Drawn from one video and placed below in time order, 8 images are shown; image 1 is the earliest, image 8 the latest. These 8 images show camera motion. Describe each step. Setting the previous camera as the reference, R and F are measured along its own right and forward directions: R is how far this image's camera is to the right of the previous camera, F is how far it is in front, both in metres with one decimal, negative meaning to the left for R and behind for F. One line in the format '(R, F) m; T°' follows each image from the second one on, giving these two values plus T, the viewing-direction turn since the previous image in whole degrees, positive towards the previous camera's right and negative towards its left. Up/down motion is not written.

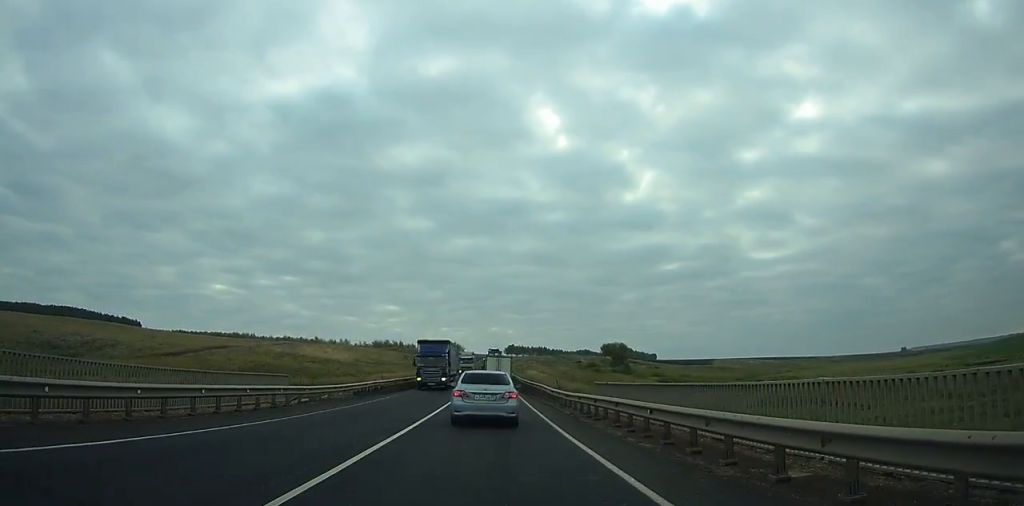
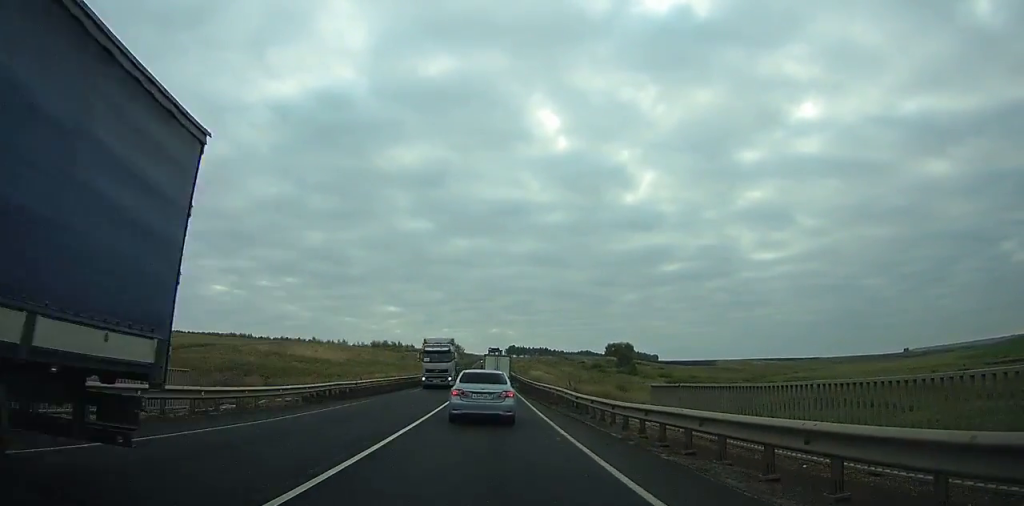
(0.0, +8.5) m; 0°
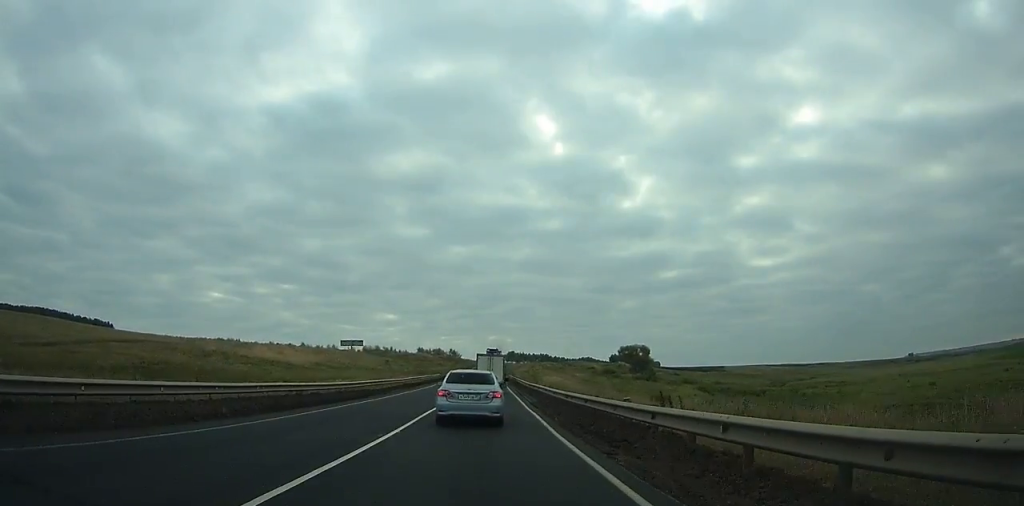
(+0.2, +24.9) m; +1°
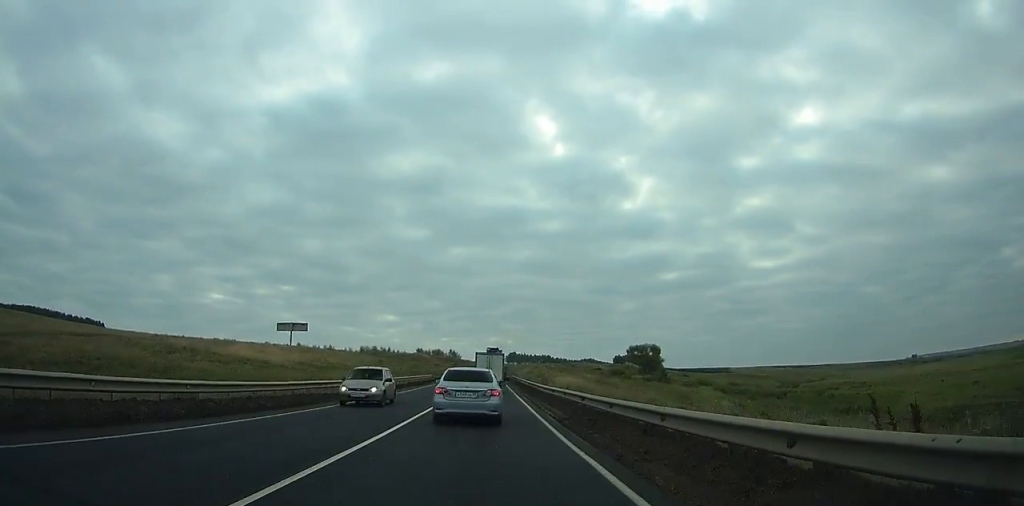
(-0.1, +11.7) m; 0°
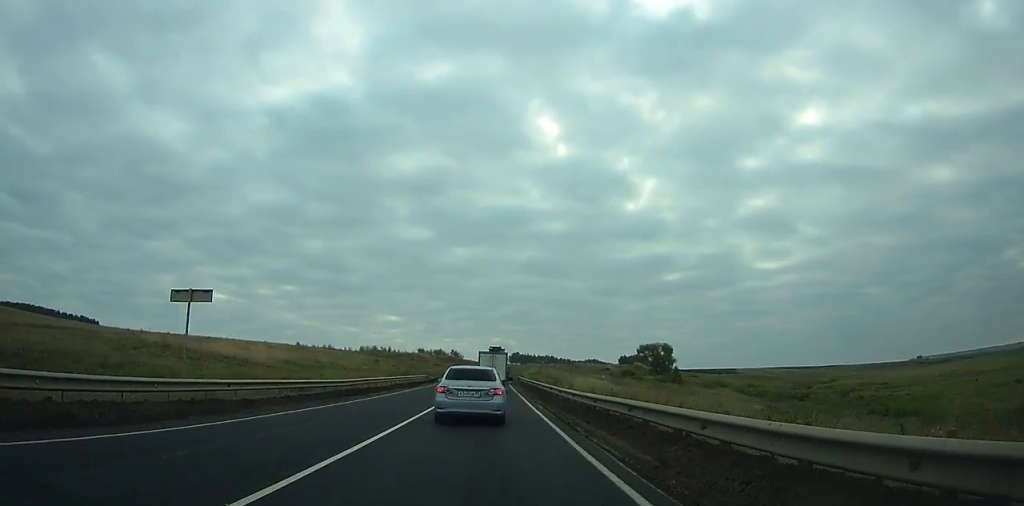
(0.0, +9.6) m; 0°
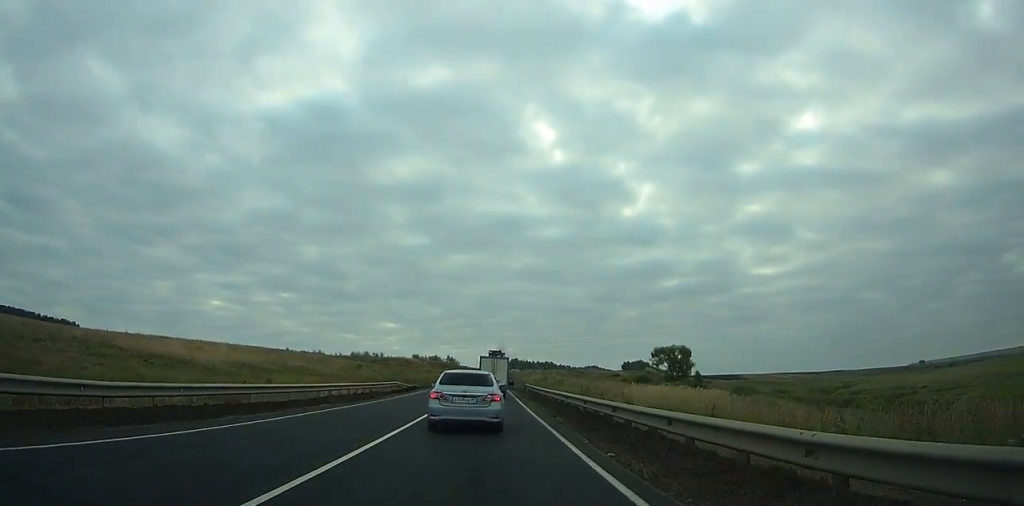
(0.0, +18.3) m; 0°
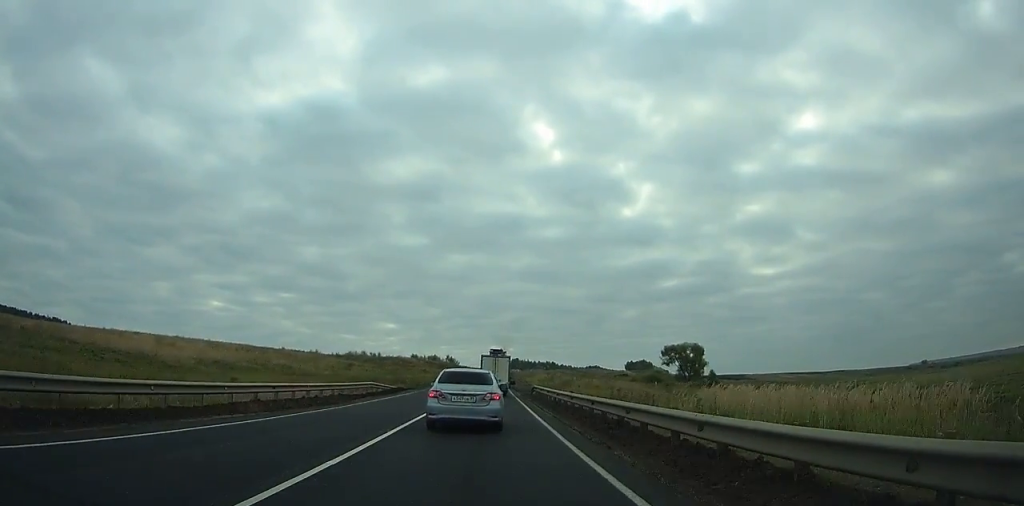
(0.0, +9.1) m; 0°
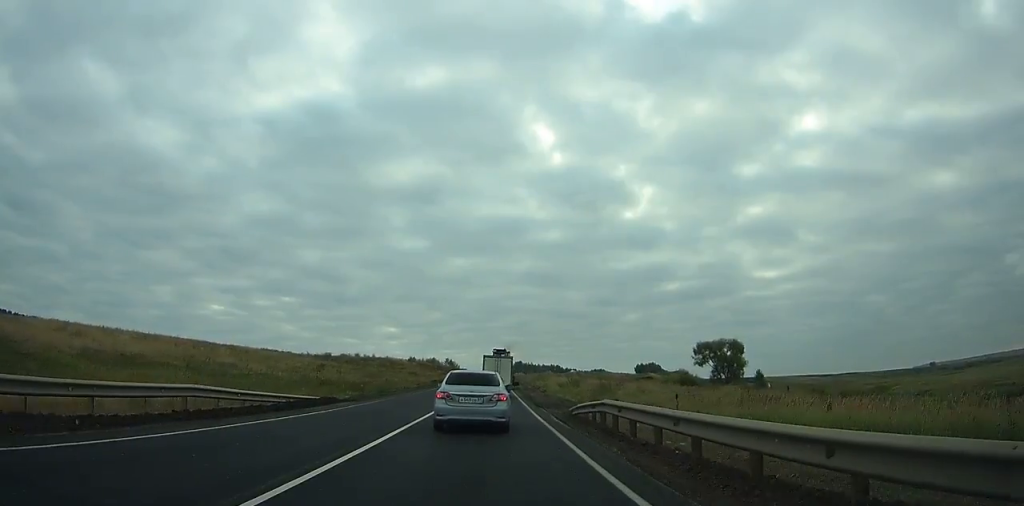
(0.0, +22.9) m; 0°
